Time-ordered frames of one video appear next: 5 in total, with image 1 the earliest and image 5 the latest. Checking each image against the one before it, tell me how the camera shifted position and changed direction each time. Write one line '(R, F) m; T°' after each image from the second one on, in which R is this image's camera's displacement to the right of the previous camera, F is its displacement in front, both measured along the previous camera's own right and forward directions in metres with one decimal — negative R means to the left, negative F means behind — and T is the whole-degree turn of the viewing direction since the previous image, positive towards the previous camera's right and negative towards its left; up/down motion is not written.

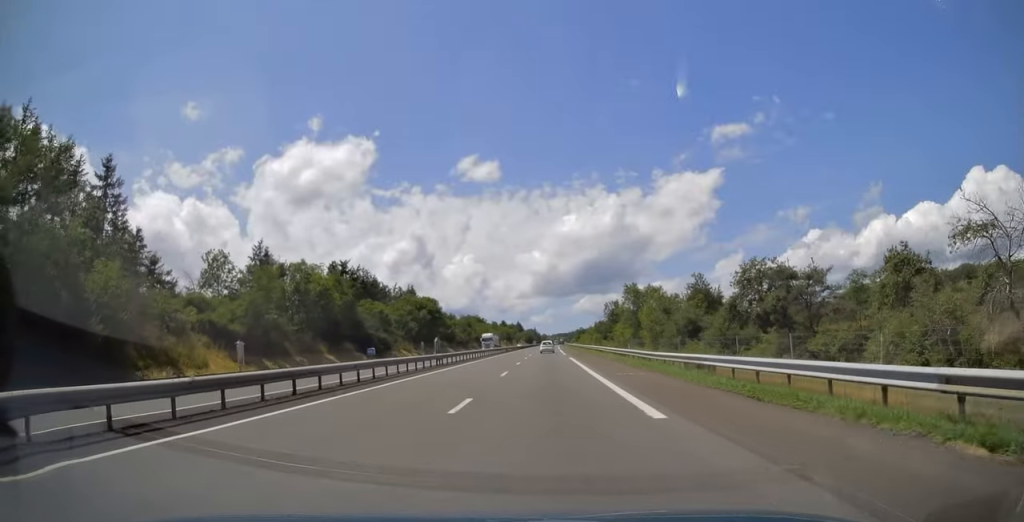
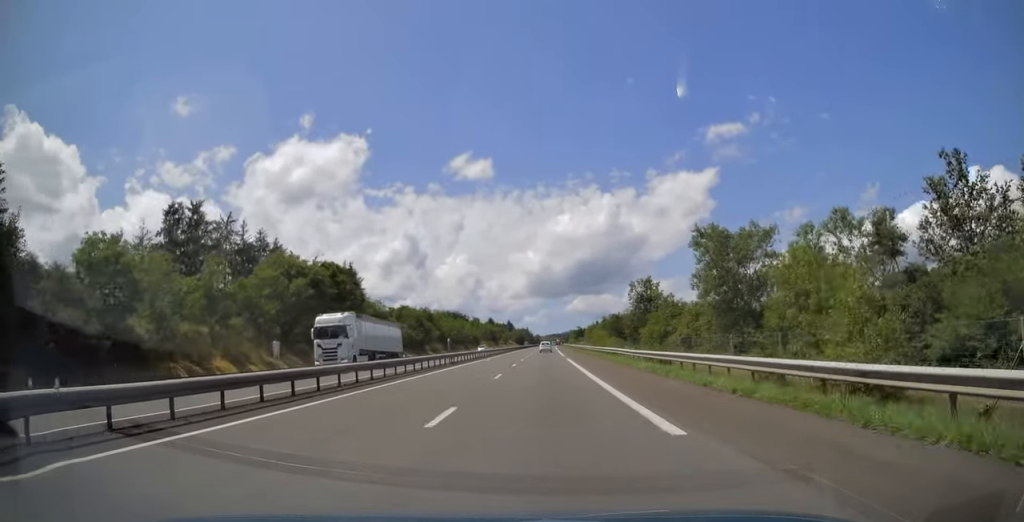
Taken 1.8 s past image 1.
(+0.1, +53.8) m; +1°
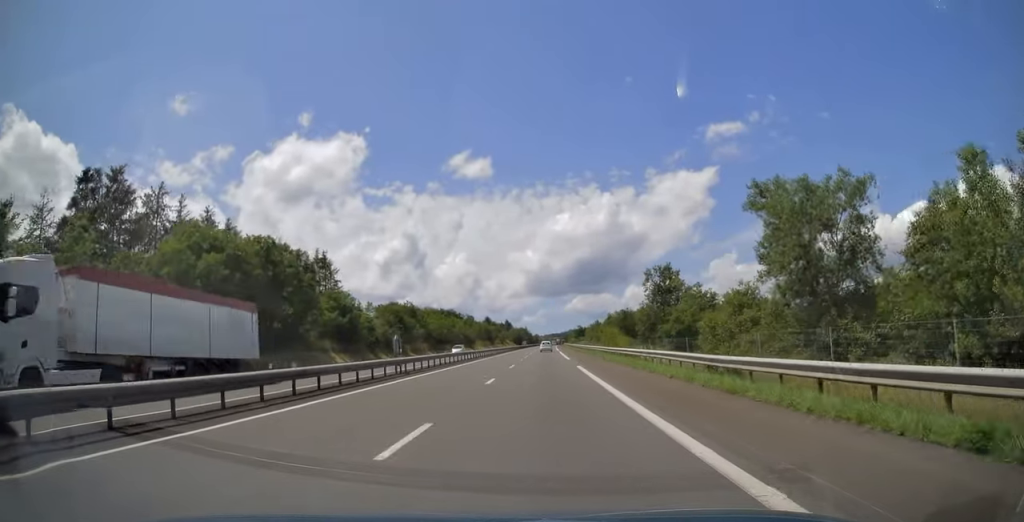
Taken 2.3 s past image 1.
(+0.3, +15.9) m; 0°
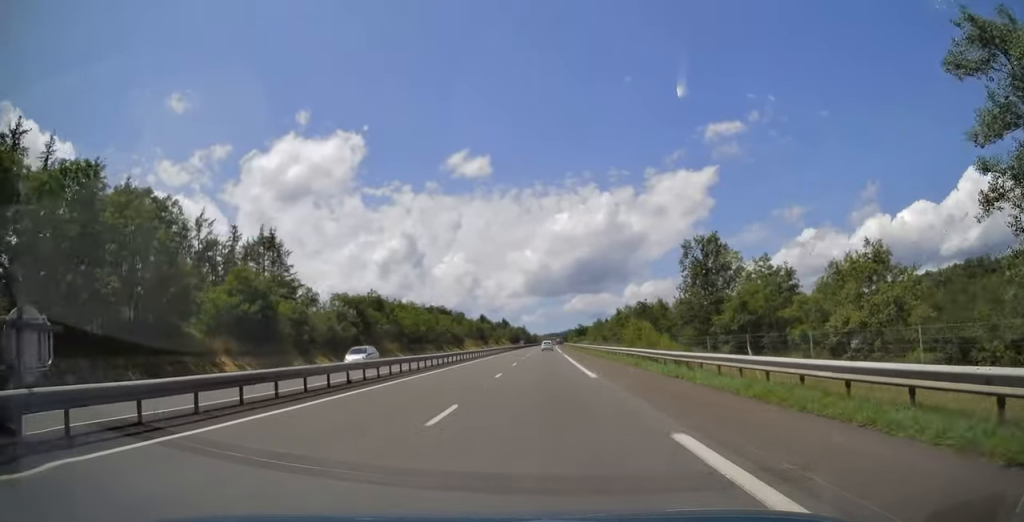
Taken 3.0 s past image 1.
(+0.1, +23.1) m; 0°
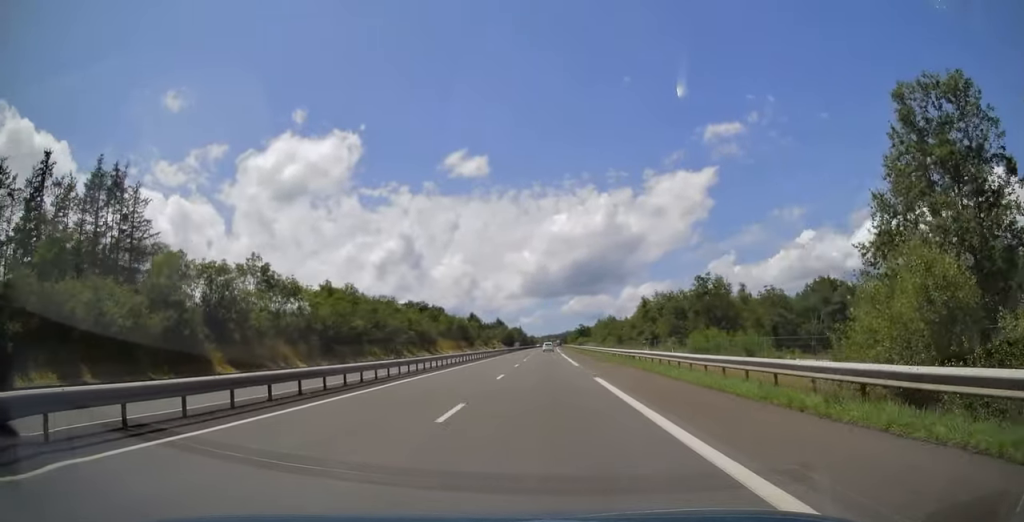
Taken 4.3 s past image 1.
(-0.1, +38.5) m; 0°
